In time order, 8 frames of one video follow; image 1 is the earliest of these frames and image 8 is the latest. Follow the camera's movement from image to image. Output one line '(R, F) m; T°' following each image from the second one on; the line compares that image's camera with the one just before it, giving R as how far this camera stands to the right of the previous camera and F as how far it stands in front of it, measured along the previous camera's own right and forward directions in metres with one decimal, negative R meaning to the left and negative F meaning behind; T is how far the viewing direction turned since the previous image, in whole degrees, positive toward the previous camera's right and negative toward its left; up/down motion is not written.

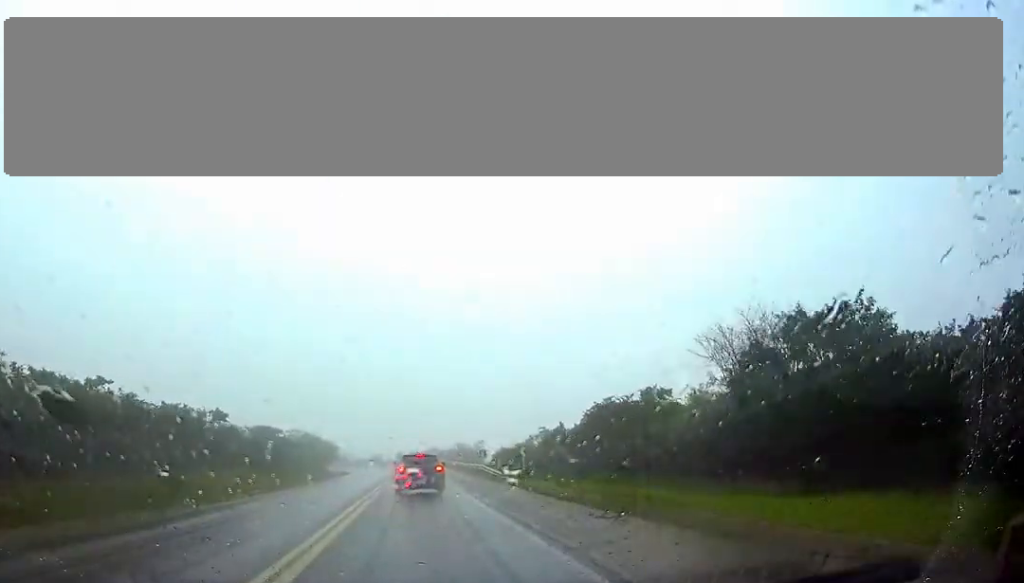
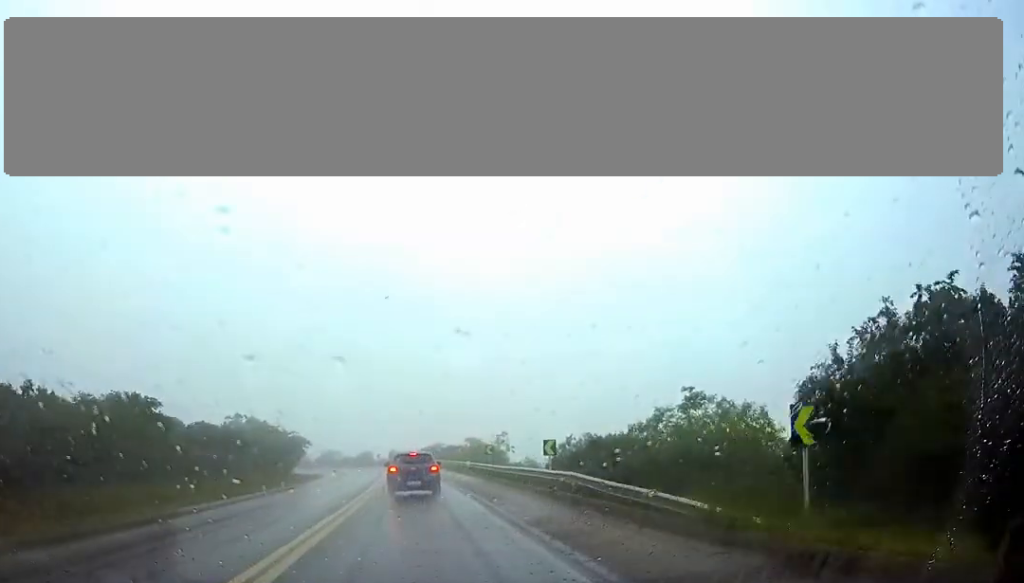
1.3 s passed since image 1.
(-7.4, +29.2) m; -12°
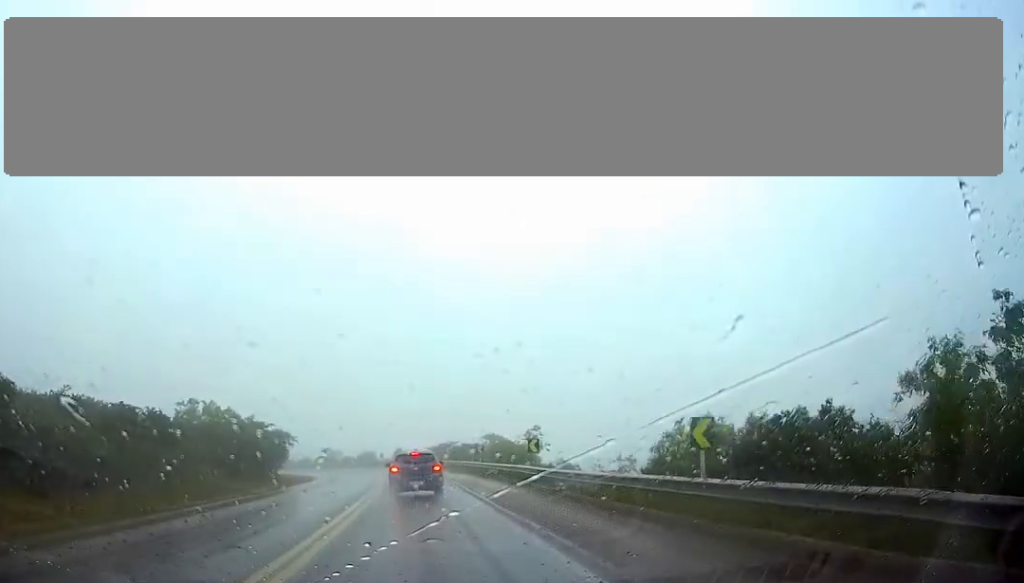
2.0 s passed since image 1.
(+2.2, +15.4) m; +5°
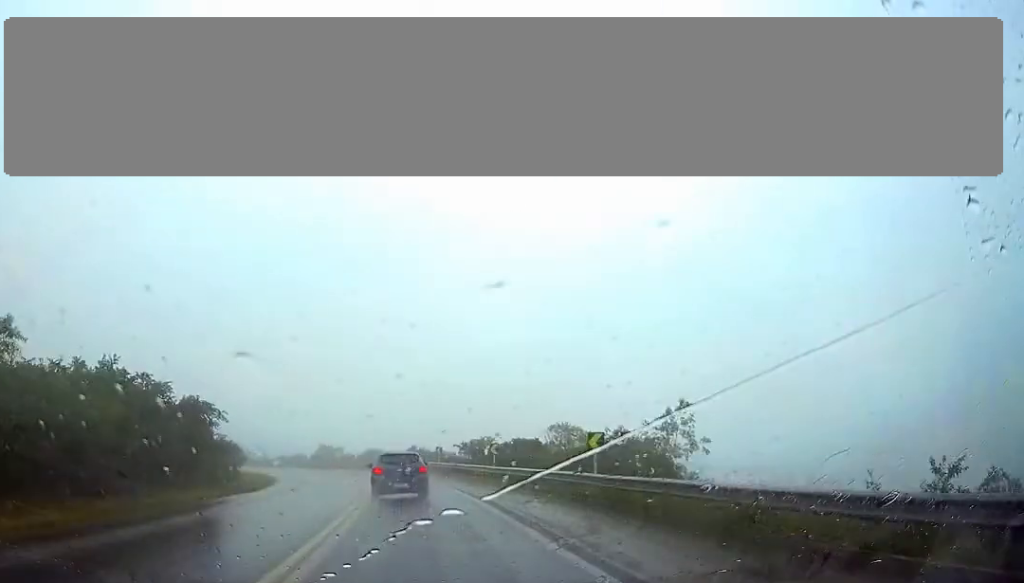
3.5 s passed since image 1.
(+0.6, +30.6) m; +3°
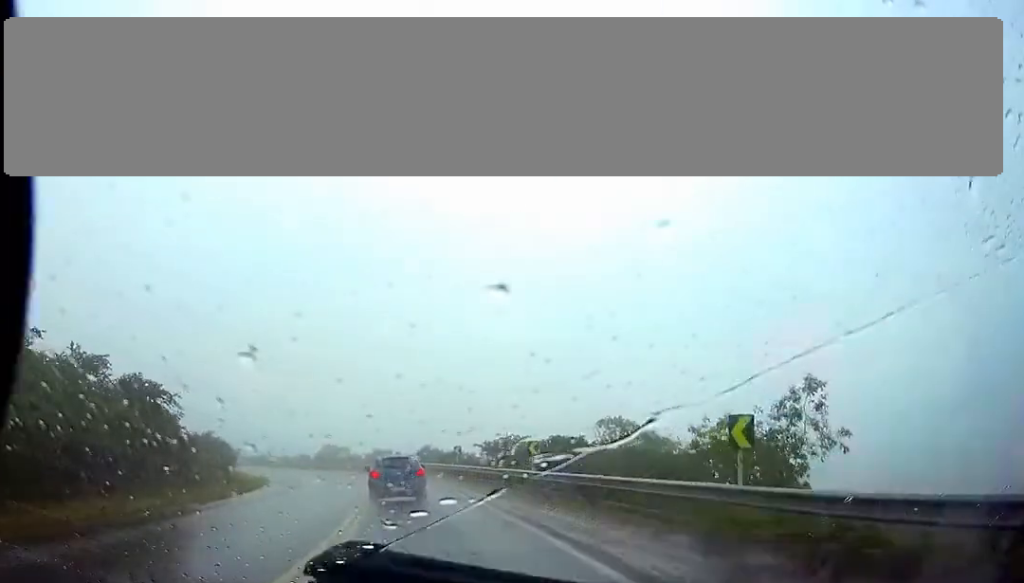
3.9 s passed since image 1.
(+0.6, +10.6) m; 0°
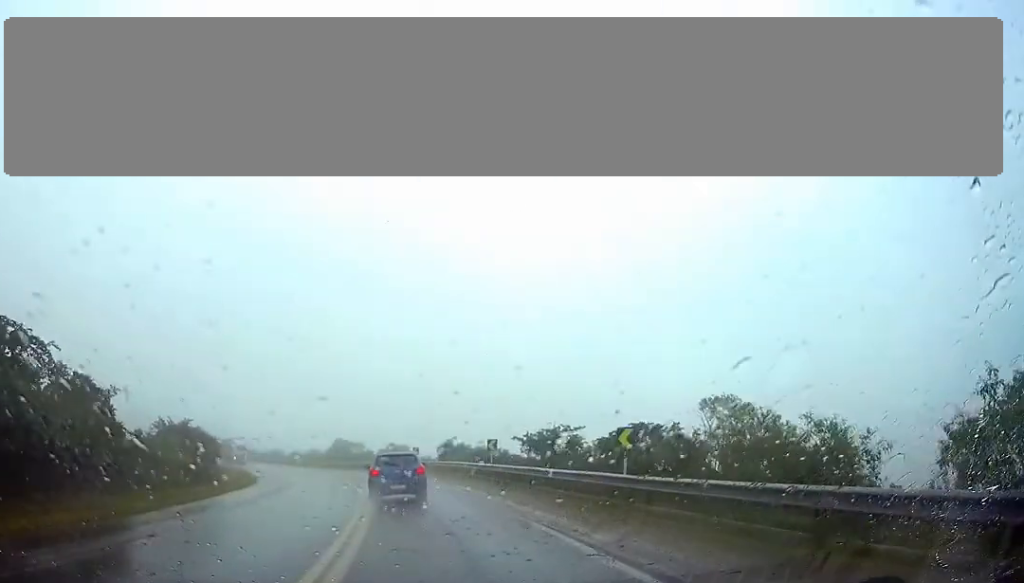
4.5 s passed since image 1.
(0.0, +12.6) m; -1°
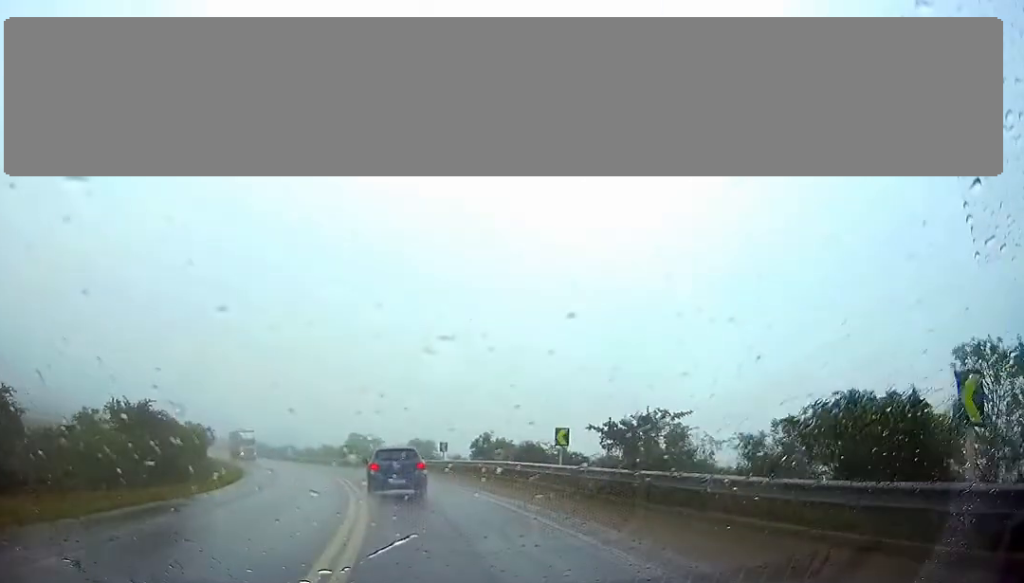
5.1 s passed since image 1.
(-0.3, +13.9) m; -3°
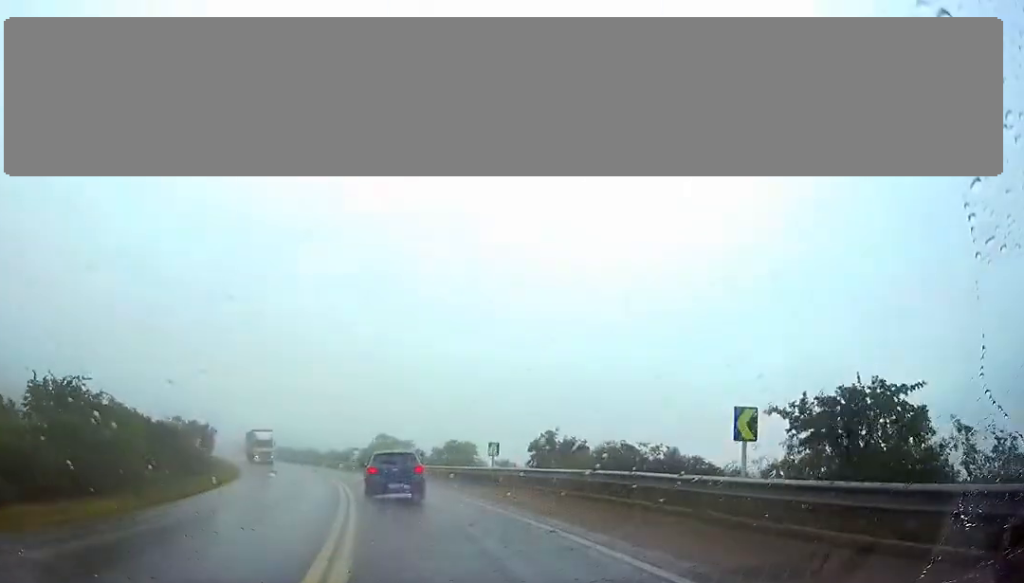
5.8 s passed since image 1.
(-0.5, +13.6) m; -3°
